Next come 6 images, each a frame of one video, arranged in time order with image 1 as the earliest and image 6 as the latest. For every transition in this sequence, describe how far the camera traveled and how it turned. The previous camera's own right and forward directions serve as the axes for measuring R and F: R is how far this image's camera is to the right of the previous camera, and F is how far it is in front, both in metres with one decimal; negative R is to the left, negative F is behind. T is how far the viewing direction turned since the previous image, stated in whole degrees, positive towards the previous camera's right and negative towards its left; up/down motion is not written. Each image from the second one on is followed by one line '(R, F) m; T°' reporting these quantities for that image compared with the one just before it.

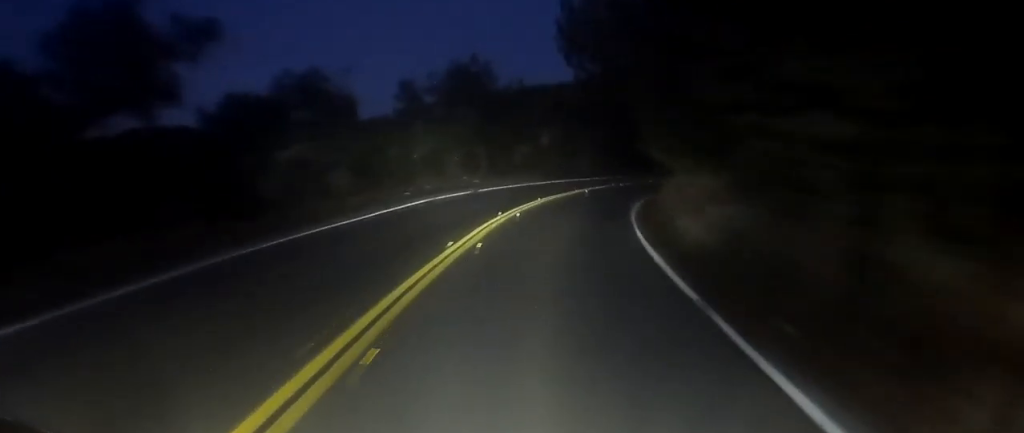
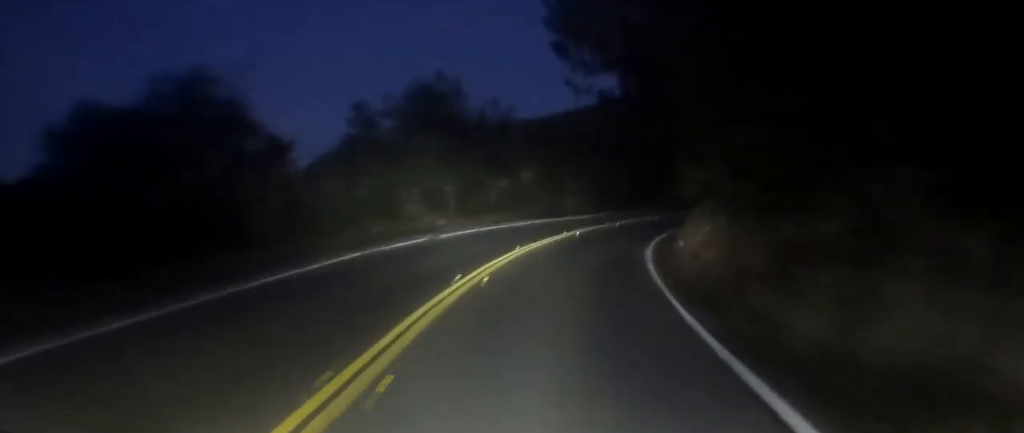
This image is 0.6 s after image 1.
(-0.2, +7.0) m; +1°
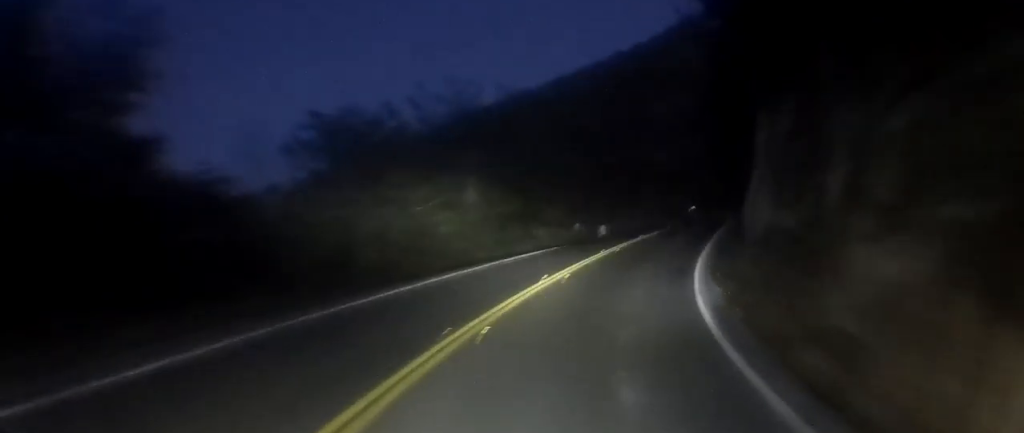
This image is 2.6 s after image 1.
(+3.5, +24.1) m; +22°
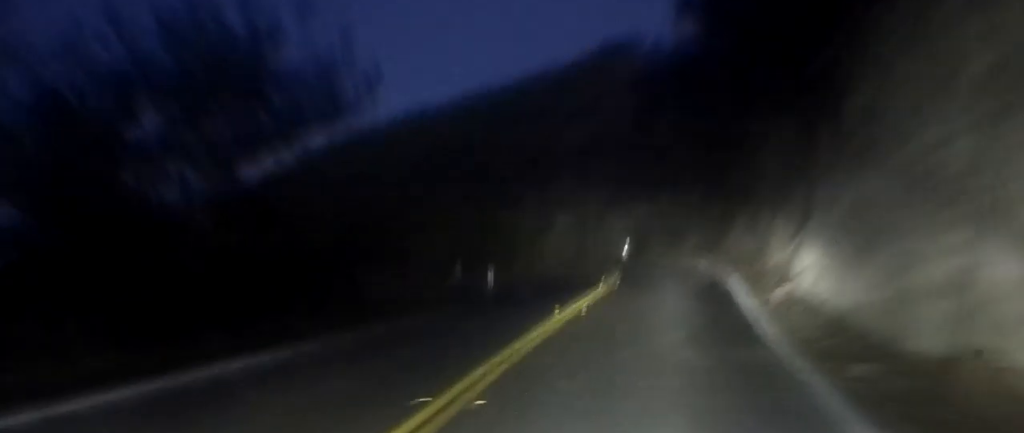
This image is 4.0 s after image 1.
(+3.0, +18.1) m; +17°
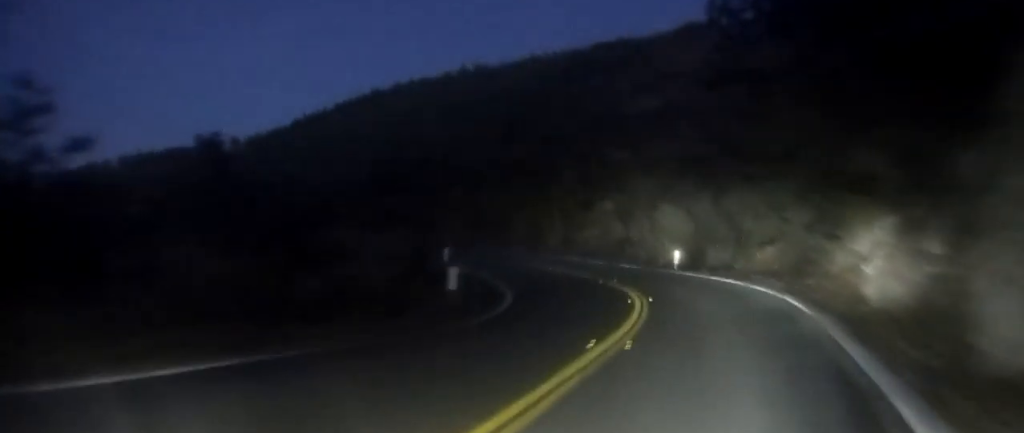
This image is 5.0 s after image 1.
(+0.9, +12.0) m; +1°
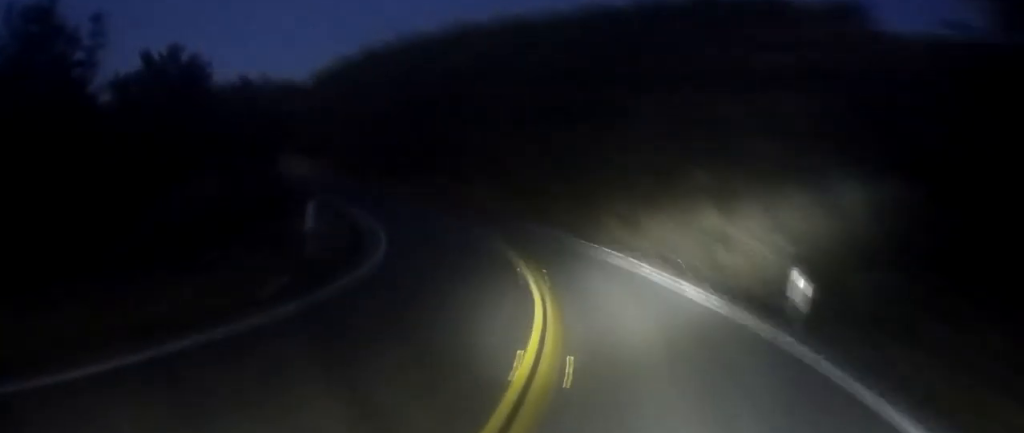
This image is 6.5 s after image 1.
(-1.7, +17.3) m; -14°
